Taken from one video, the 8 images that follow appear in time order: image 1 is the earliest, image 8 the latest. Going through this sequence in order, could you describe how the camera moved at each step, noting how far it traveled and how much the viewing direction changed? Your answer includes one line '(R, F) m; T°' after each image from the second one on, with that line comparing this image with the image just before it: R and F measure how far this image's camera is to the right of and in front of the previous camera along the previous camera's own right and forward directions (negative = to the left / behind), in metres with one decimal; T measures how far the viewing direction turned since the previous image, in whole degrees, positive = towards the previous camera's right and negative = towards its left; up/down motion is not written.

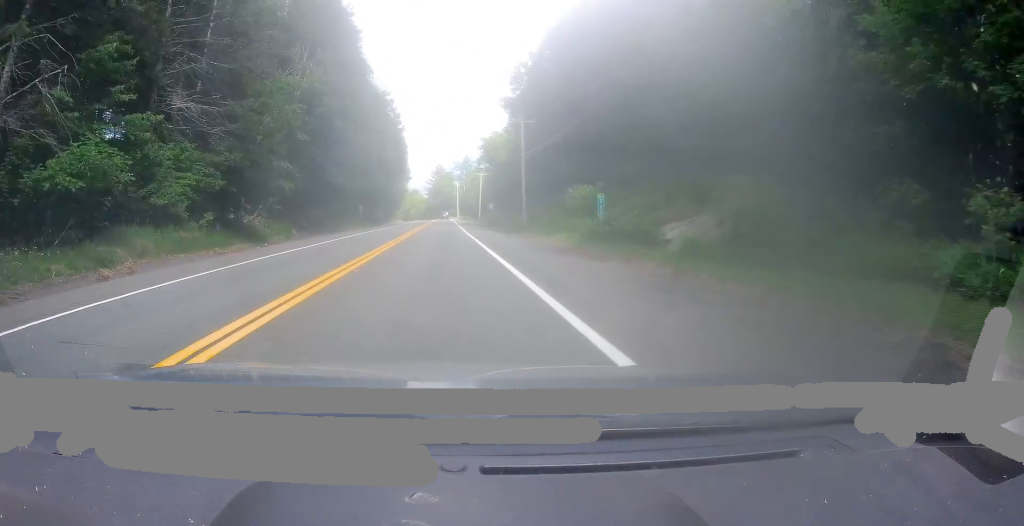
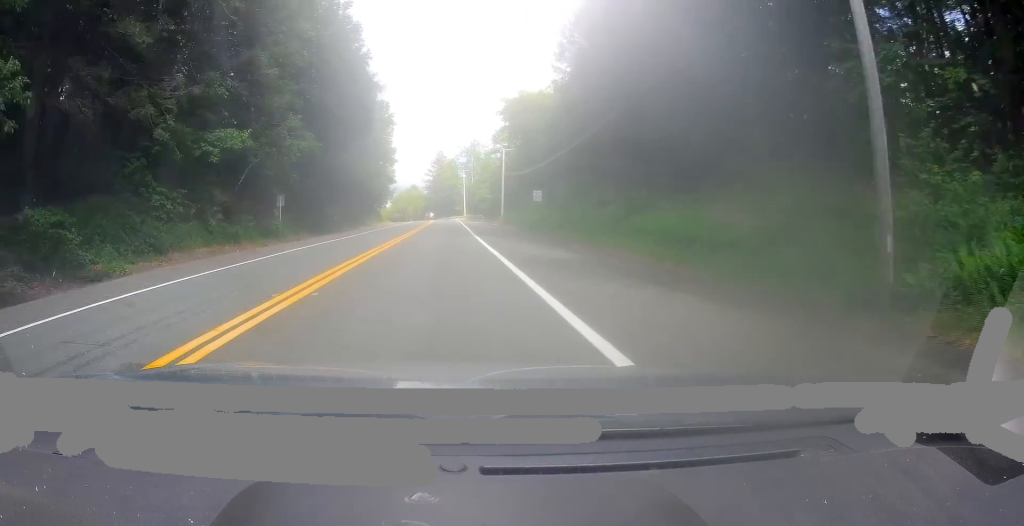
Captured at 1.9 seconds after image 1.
(+0.7, +40.0) m; +1°
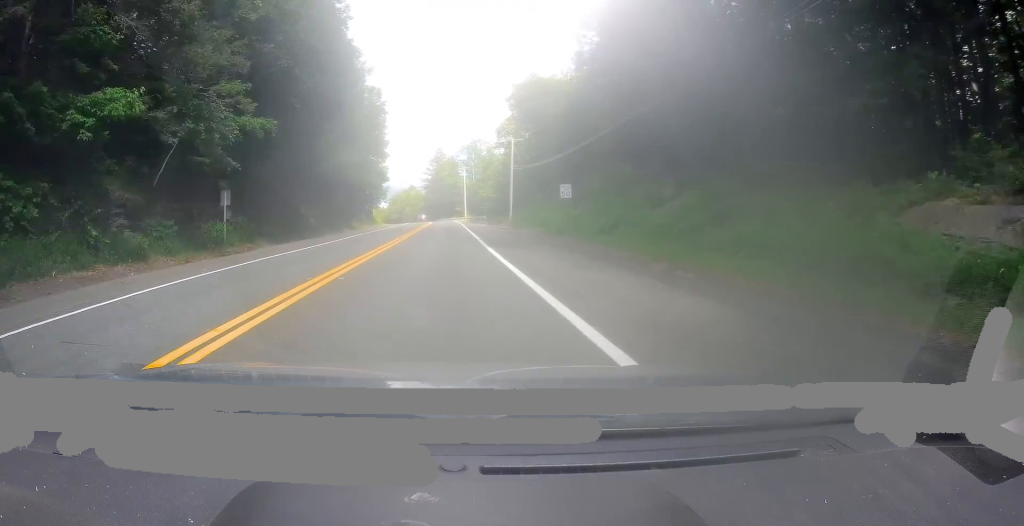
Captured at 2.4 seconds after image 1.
(-0.2, +10.2) m; 0°
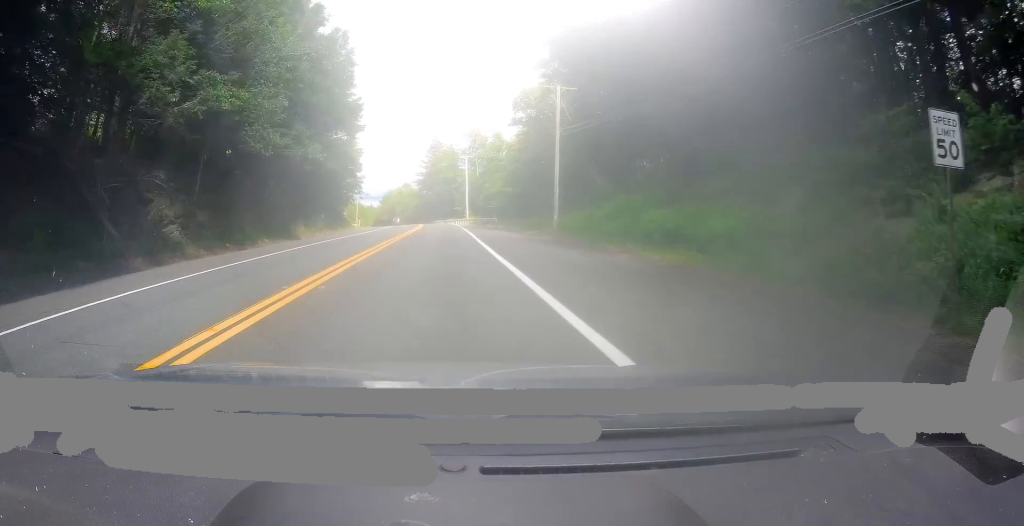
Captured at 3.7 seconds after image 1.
(+0.2, +25.7) m; 0°
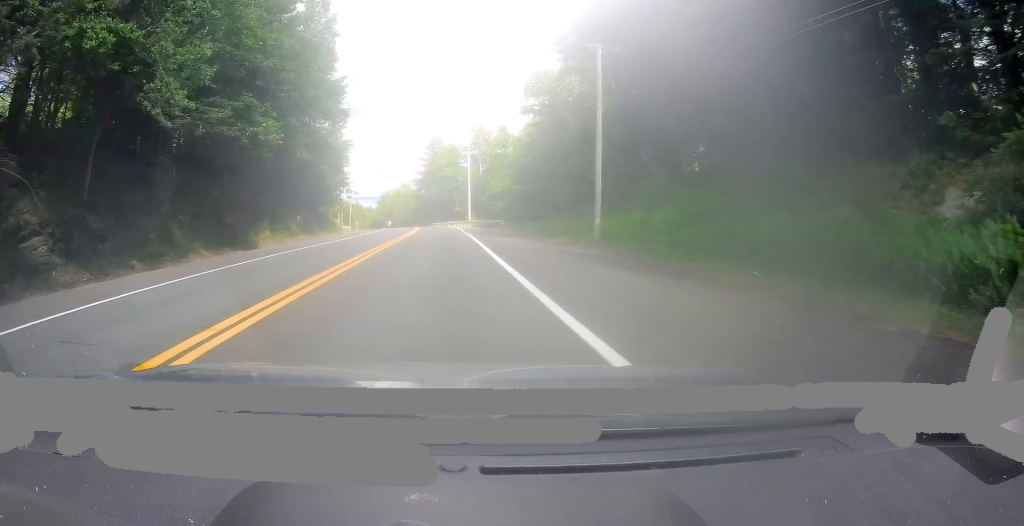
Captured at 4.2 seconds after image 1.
(-0.1, +9.3) m; 0°
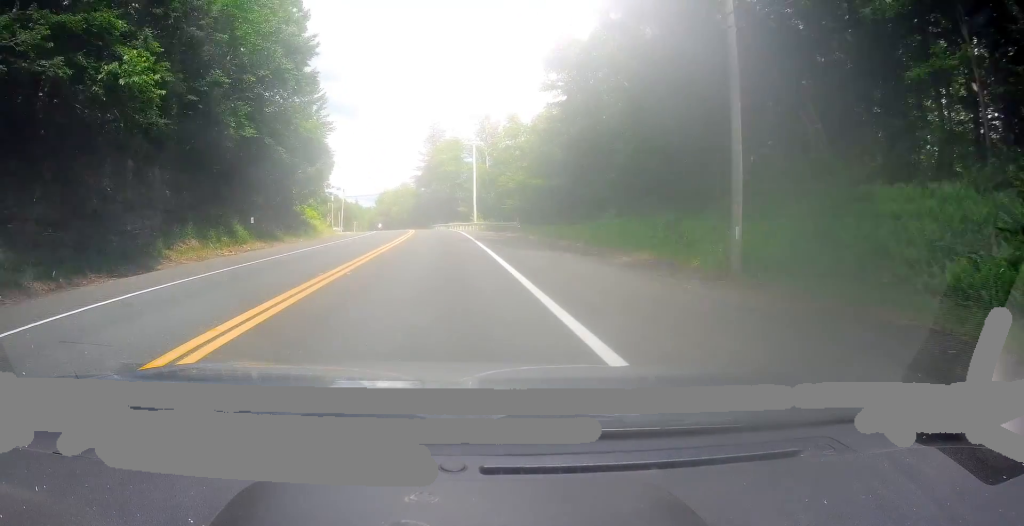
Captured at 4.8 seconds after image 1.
(-0.2, +12.0) m; 0°
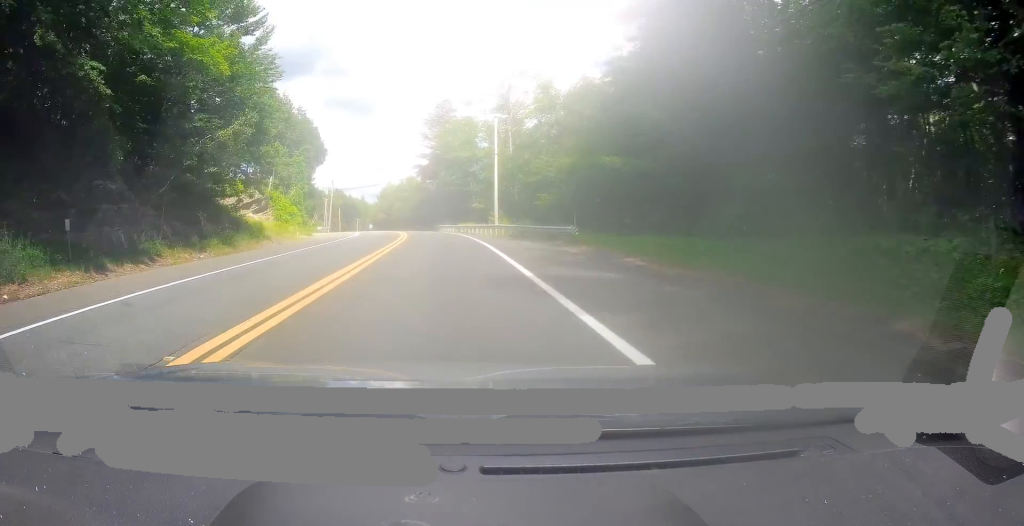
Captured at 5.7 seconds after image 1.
(+0.4, +19.1) m; 0°
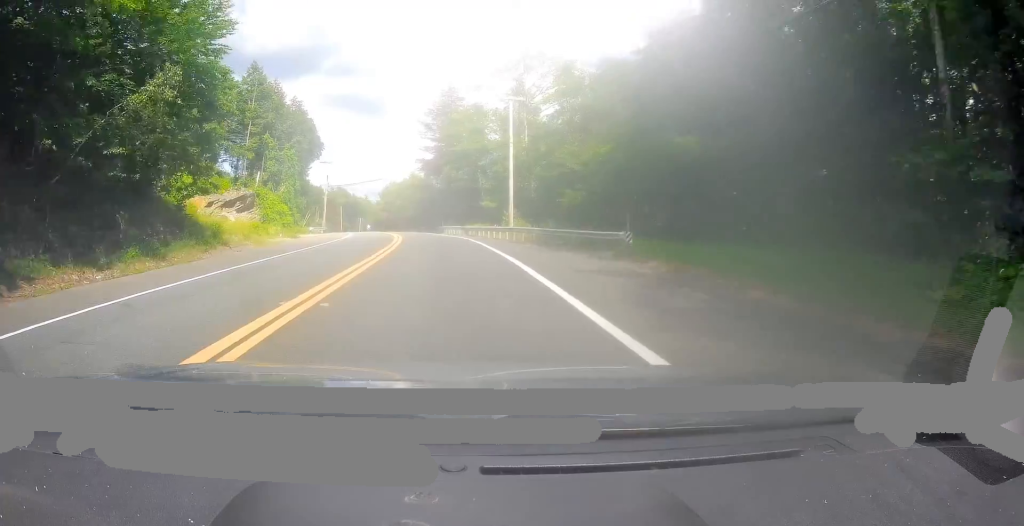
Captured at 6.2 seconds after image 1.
(-0.2, +9.2) m; -1°
